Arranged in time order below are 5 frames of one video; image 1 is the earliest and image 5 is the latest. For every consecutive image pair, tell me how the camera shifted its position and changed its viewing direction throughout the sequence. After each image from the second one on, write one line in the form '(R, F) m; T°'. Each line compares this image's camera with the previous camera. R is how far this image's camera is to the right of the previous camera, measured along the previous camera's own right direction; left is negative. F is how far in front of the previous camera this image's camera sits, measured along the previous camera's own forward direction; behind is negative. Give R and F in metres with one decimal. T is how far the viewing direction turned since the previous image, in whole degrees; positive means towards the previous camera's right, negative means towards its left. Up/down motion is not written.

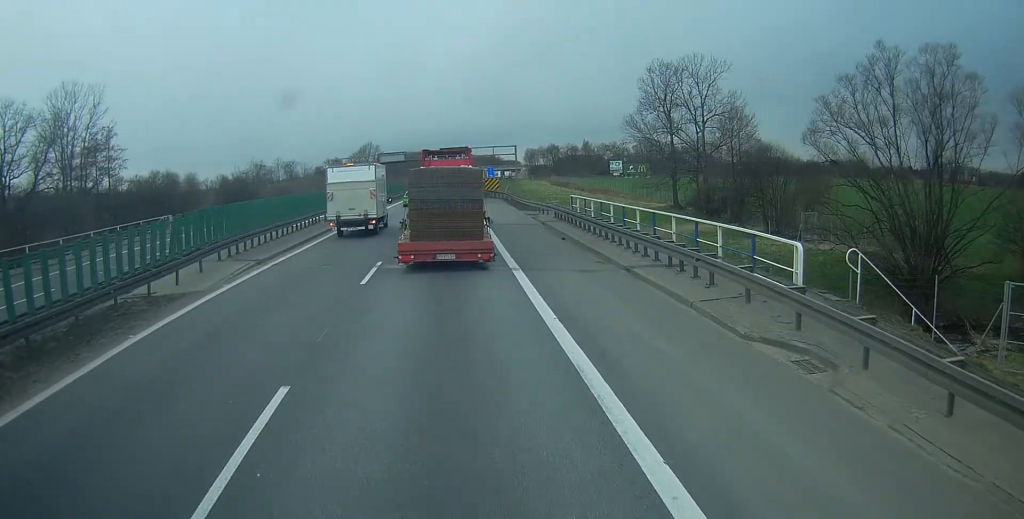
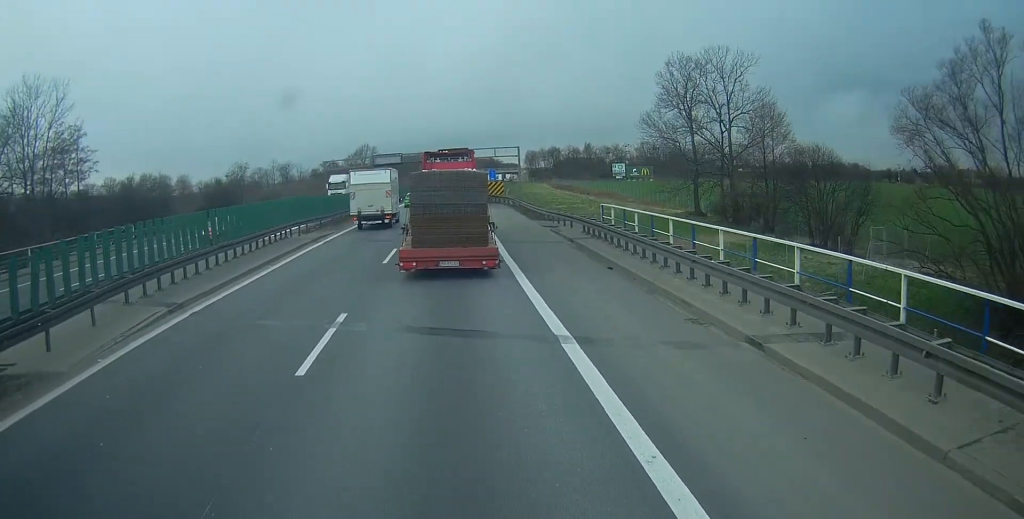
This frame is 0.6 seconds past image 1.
(-0.1, +7.3) m; -1°
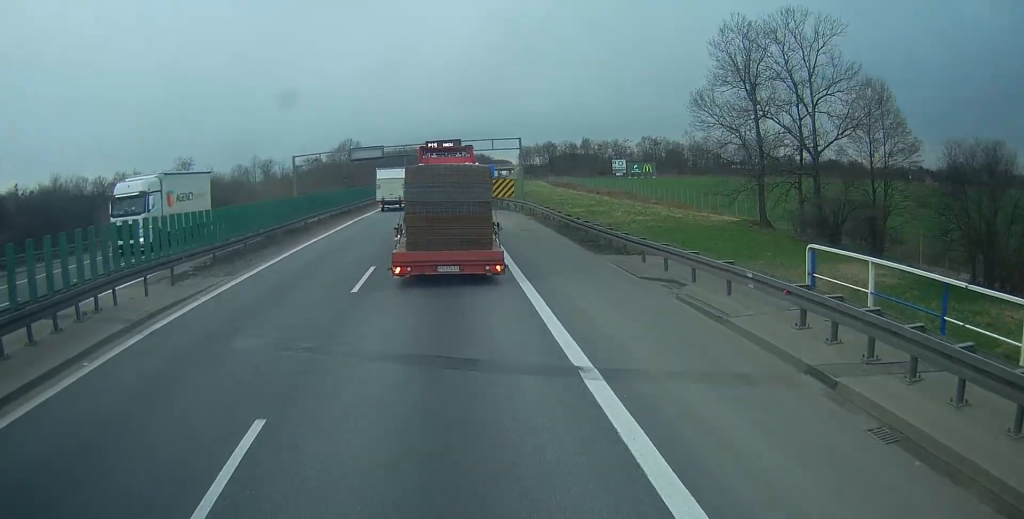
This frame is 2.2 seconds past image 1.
(-0.2, +17.9) m; 0°
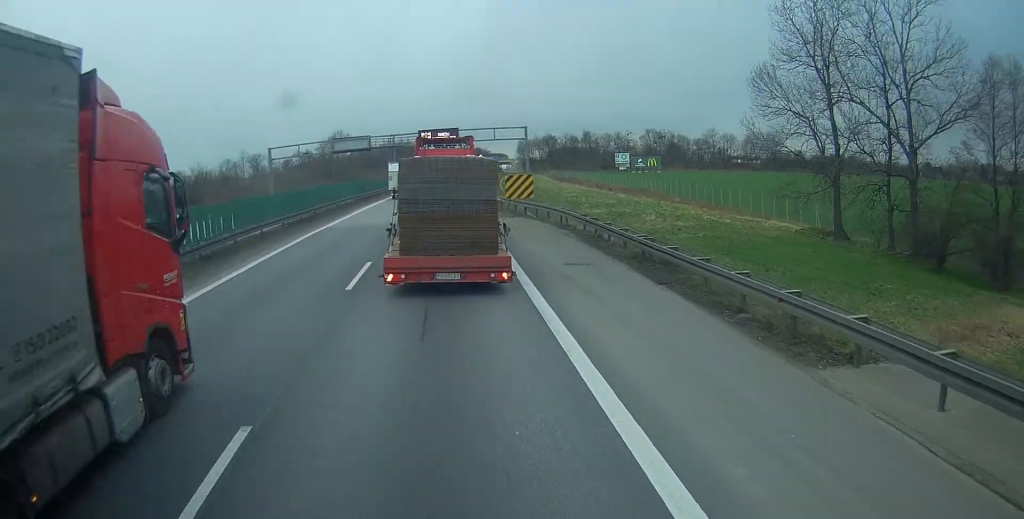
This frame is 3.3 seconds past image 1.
(0.0, +12.4) m; -1°
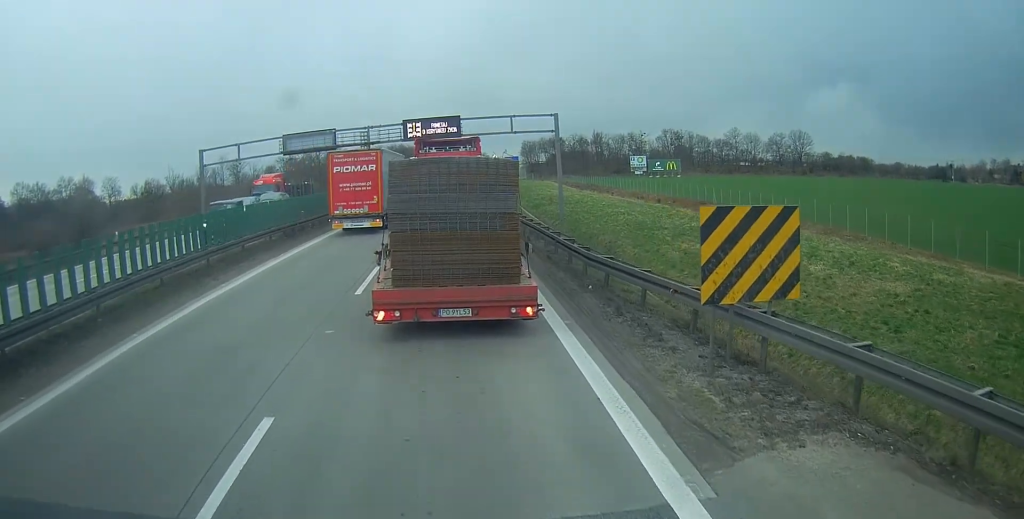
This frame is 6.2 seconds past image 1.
(-0.6, +30.8) m; +3°
